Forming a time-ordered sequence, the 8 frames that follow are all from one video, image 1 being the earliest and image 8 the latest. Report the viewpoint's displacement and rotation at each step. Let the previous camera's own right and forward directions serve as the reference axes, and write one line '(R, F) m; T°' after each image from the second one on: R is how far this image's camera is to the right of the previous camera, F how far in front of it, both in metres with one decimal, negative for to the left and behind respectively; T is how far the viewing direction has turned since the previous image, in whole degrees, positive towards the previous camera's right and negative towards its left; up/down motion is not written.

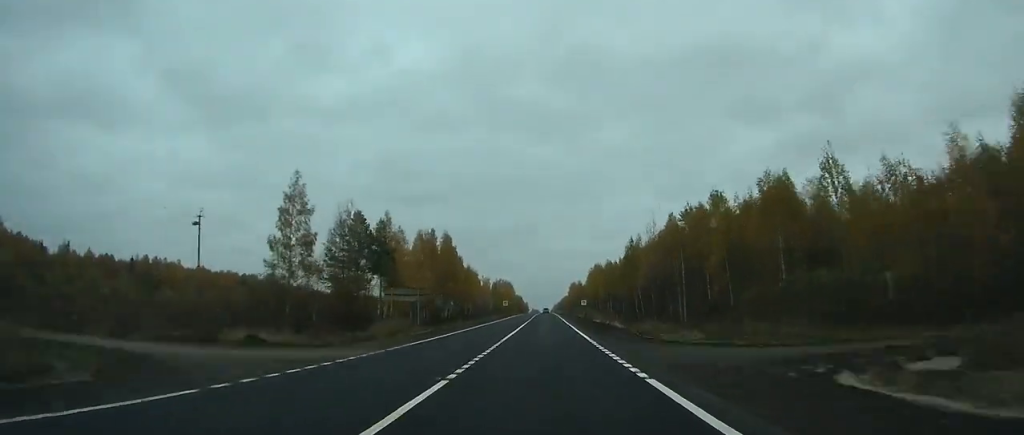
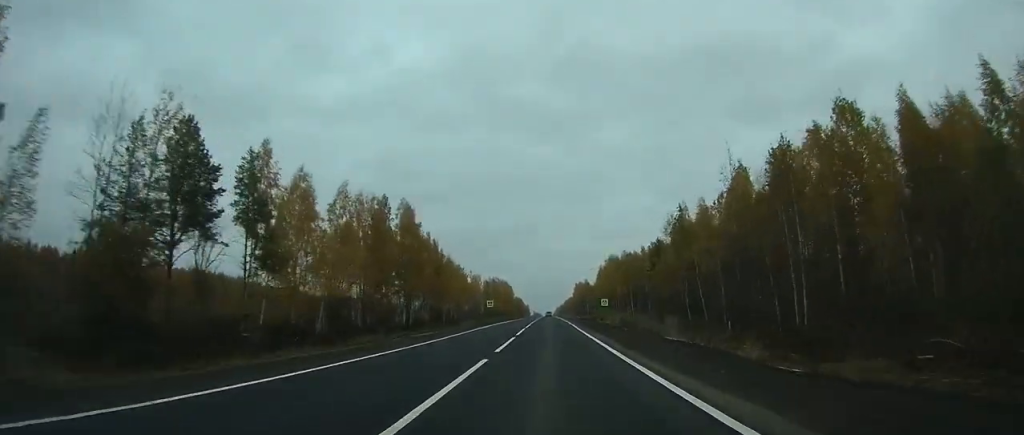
(0.0, +39.5) m; 0°
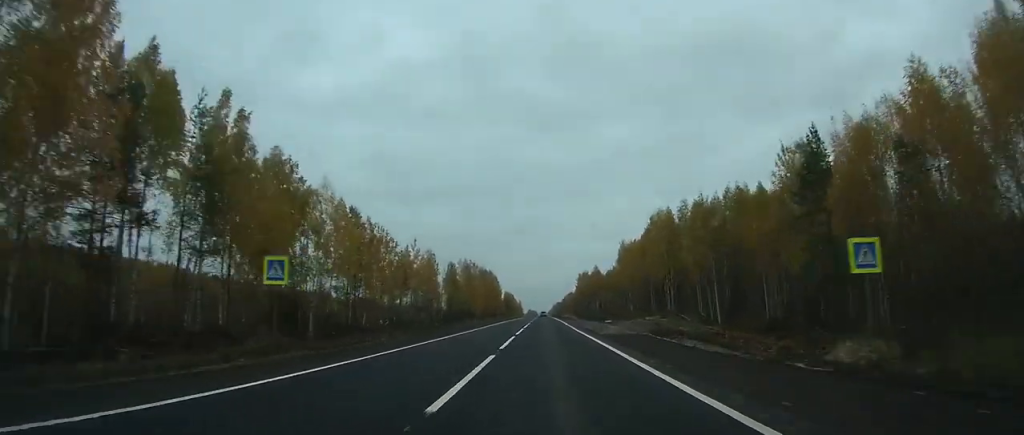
(-0.1, +68.2) m; 0°
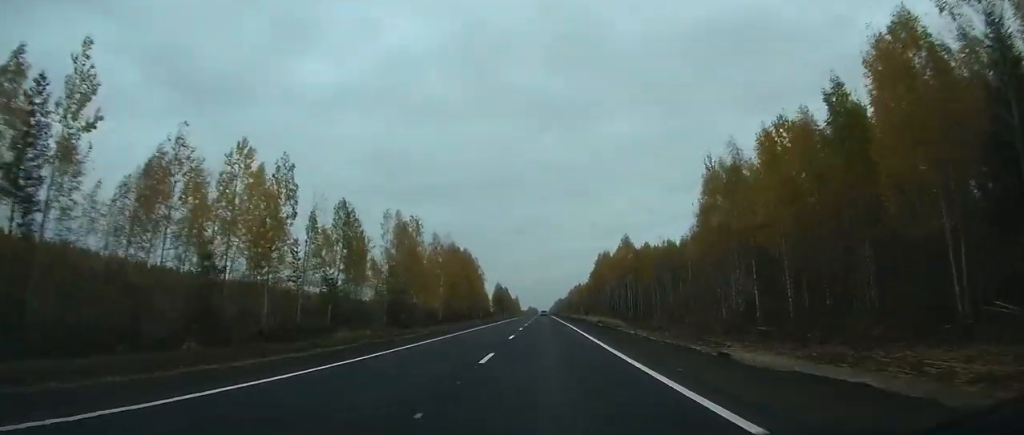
(+0.2, +78.6) m; 0°
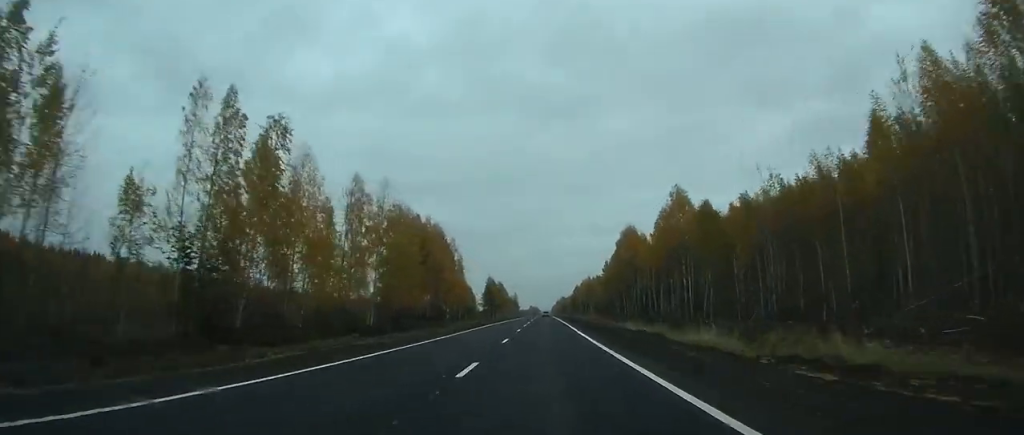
(0.0, +52.8) m; 0°
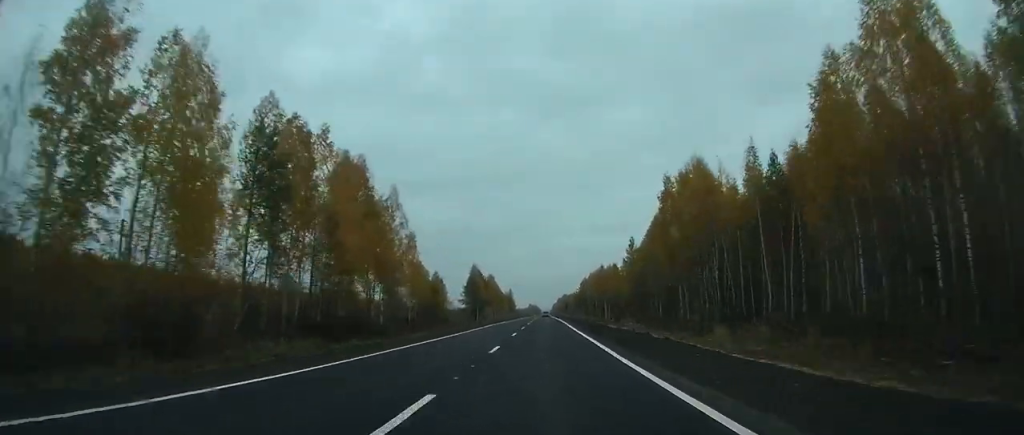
(-0.1, +53.9) m; 0°
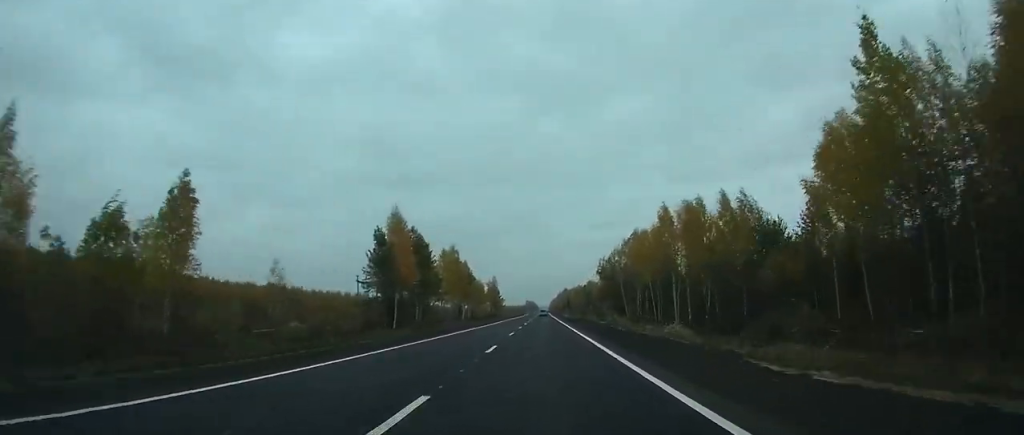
(+0.1, +92.8) m; 0°
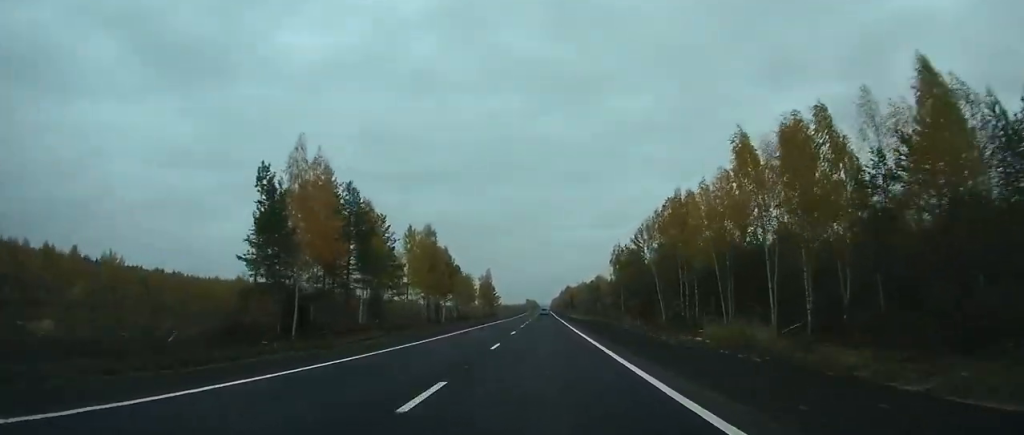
(0.0, +32.6) m; 0°
